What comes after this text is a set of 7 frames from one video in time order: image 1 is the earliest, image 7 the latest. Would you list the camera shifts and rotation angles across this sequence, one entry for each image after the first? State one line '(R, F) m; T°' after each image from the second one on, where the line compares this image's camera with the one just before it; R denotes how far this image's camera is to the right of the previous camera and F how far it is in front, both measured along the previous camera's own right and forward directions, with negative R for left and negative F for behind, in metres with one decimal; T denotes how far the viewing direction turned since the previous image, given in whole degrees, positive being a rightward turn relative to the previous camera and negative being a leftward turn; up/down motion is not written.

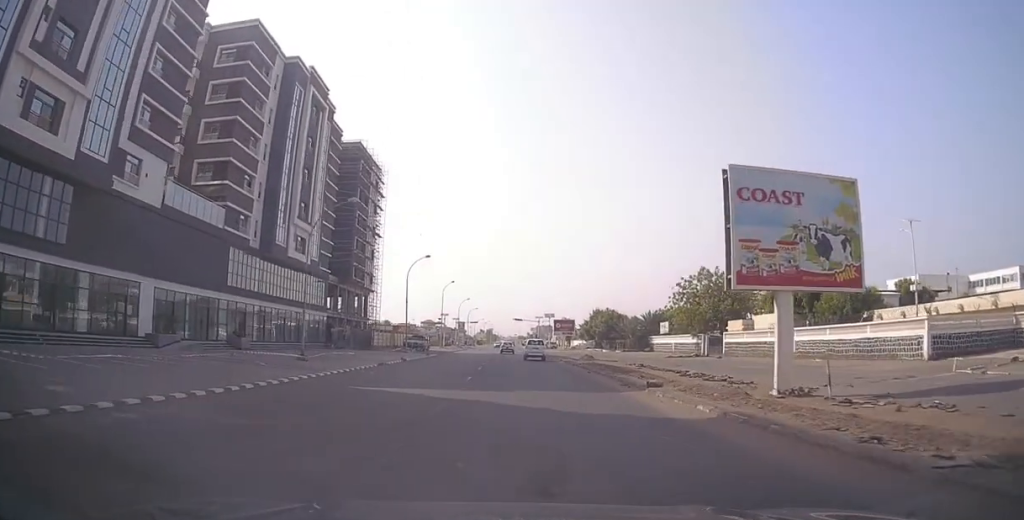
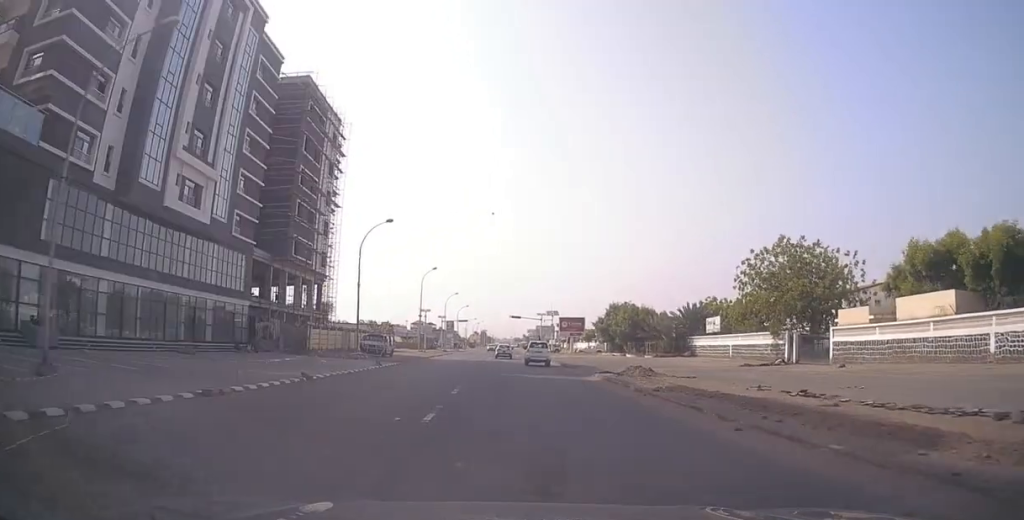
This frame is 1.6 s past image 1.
(0.0, +20.2) m; +1°
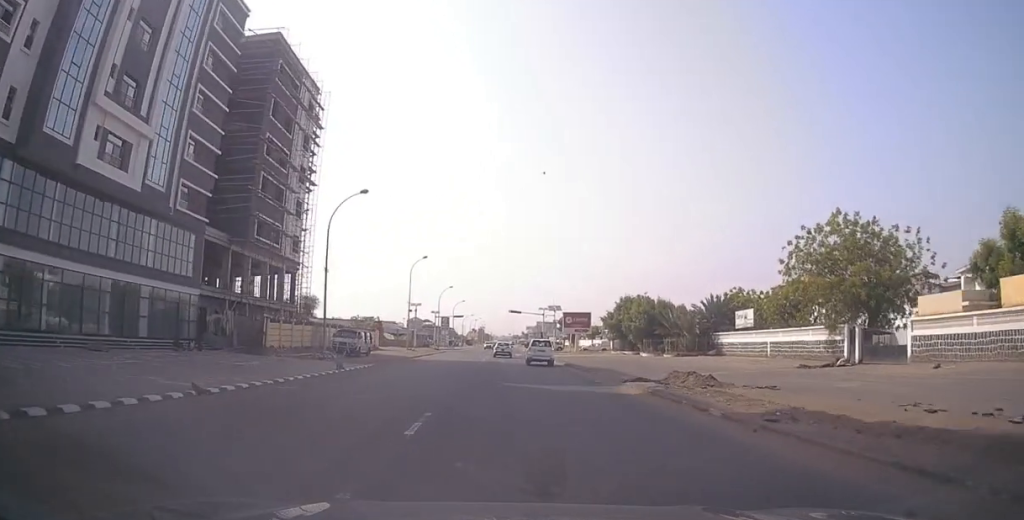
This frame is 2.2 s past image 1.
(+0.1, +9.5) m; 0°
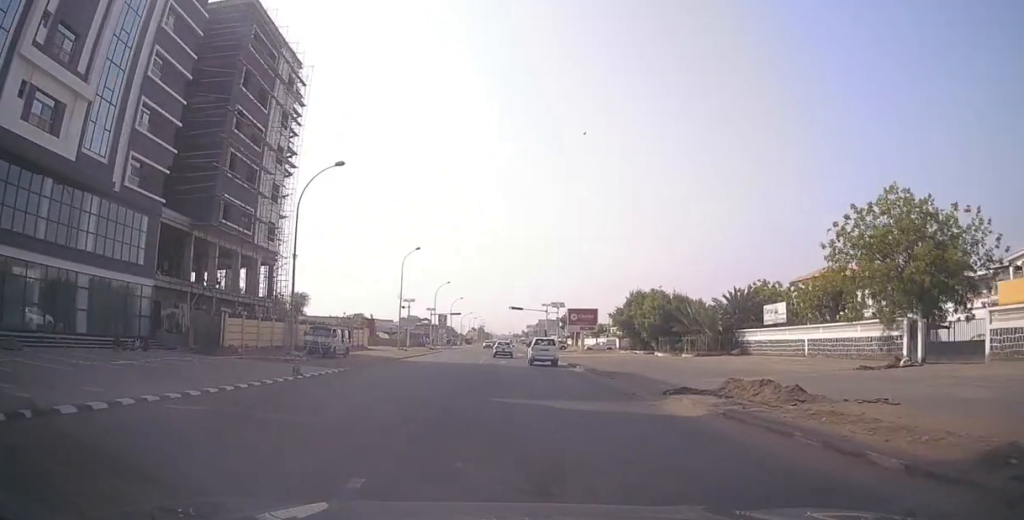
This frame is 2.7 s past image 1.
(0.0, +6.6) m; 0°
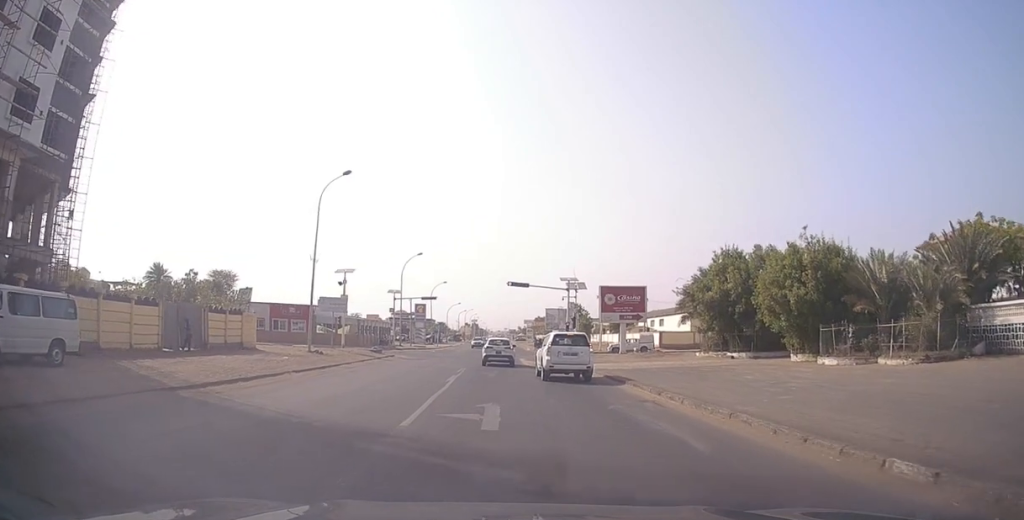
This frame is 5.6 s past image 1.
(+0.5, +29.6) m; +2°
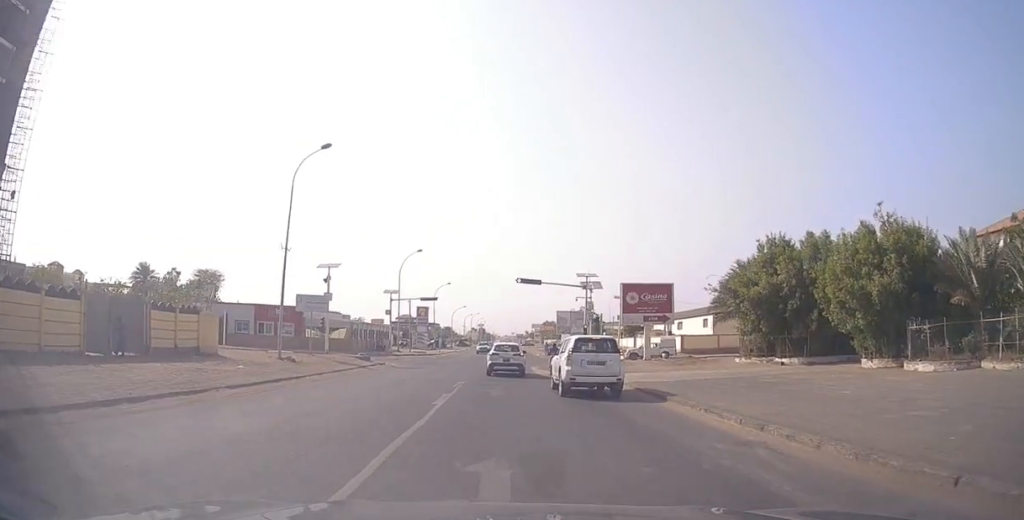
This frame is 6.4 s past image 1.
(-0.2, +6.2) m; -4°
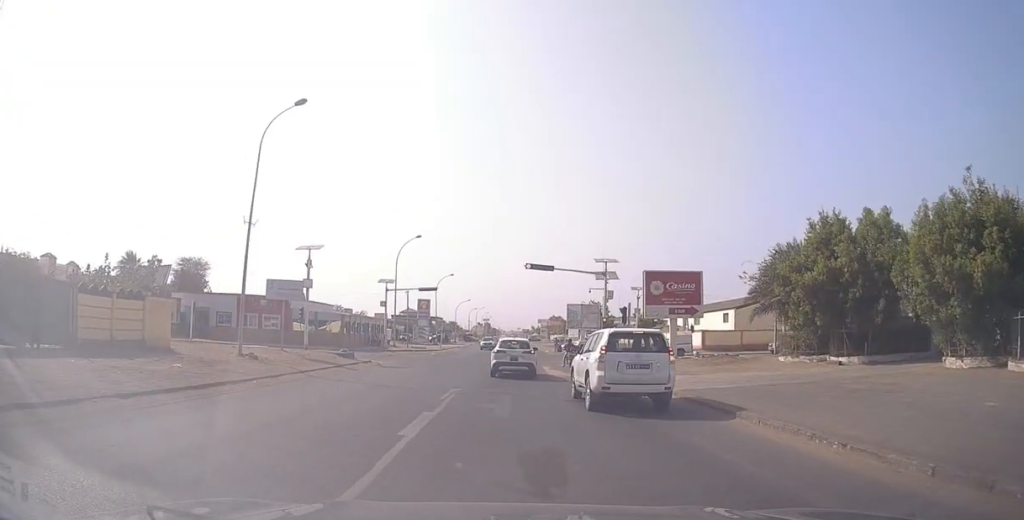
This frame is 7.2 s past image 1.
(-0.3, +5.1) m; -1°
